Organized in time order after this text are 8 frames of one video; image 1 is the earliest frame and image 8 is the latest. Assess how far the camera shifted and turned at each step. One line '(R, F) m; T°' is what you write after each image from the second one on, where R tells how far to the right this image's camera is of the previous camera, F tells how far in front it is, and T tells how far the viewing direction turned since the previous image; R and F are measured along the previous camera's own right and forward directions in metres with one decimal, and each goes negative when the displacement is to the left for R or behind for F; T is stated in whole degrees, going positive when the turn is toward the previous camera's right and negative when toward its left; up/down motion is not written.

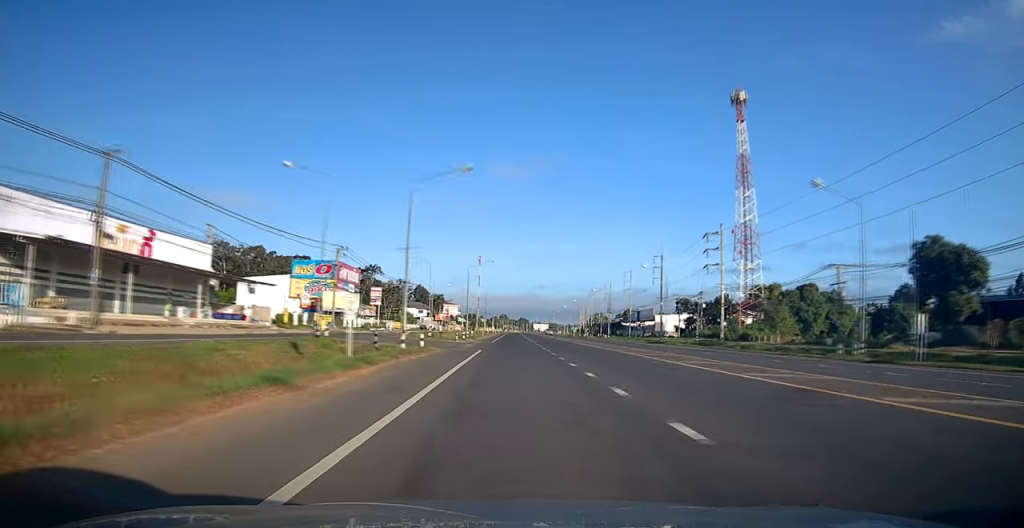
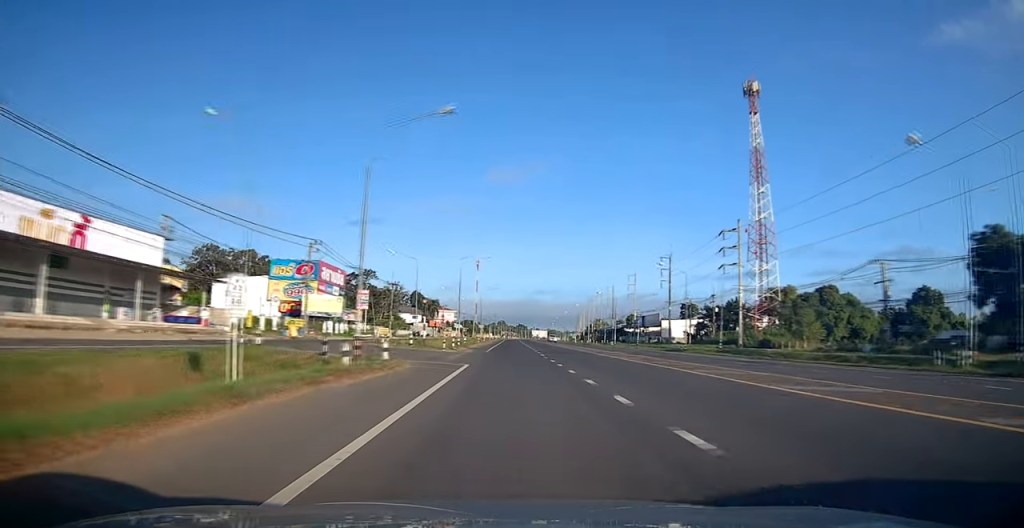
(-0.3, +8.4) m; 0°
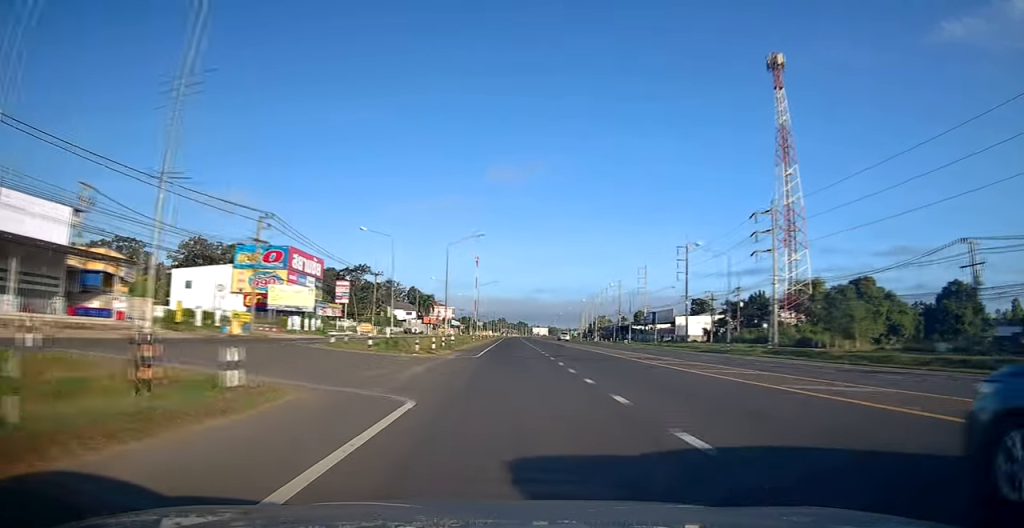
(+0.1, +12.0) m; +1°
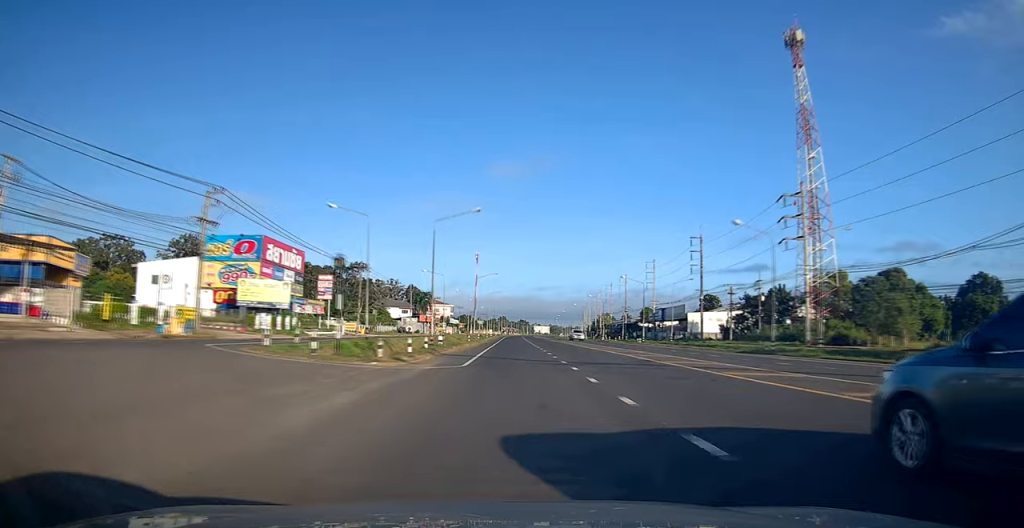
(+0.2, +8.4) m; +1°
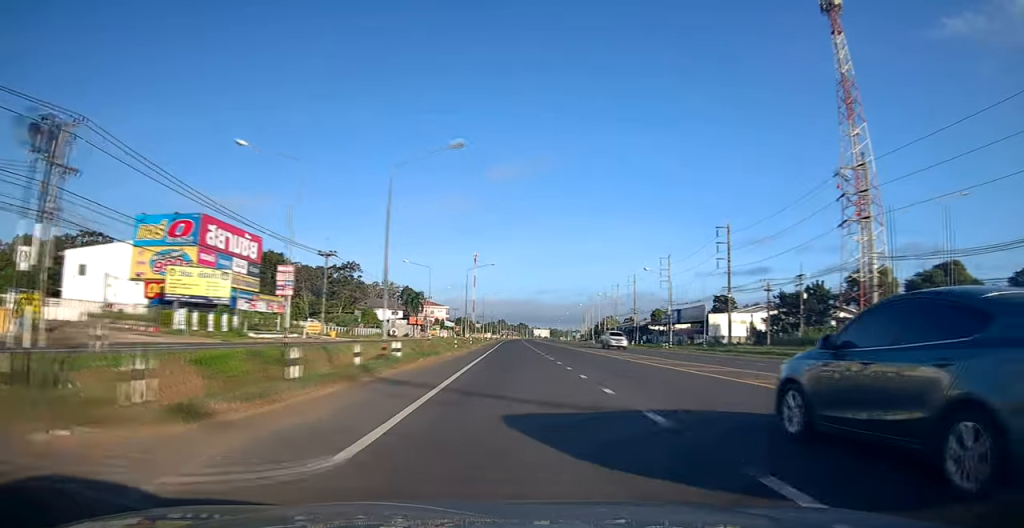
(+0.1, +14.0) m; -1°
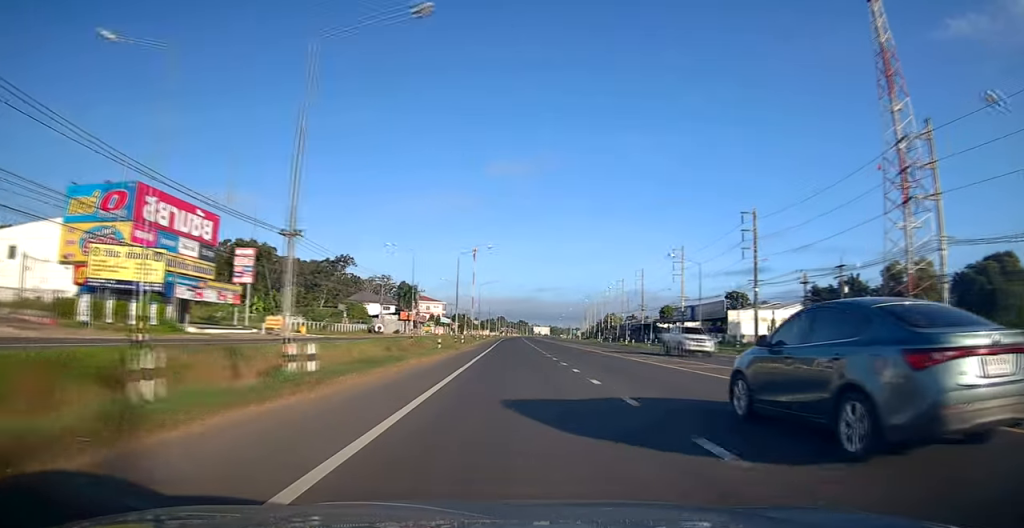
(0.0, +10.4) m; -1°
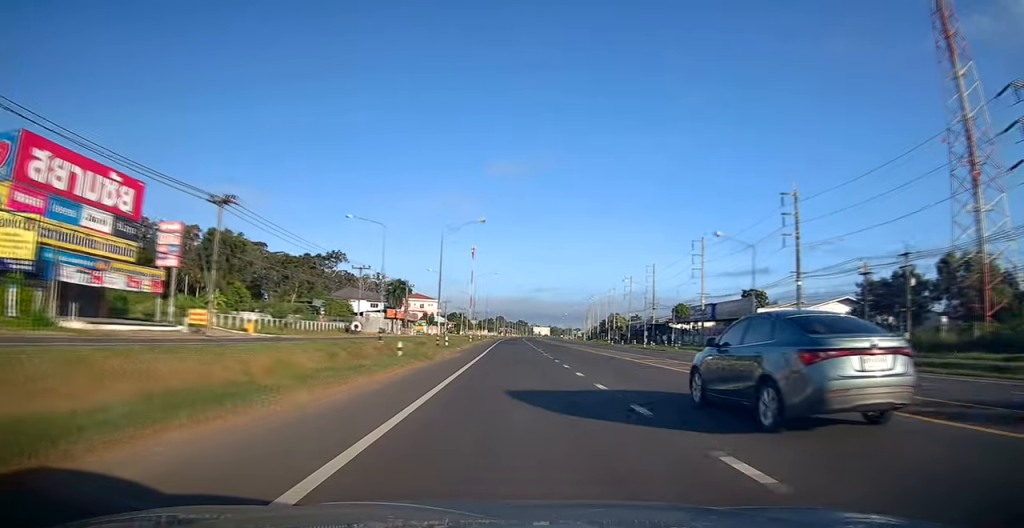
(-0.4, +12.9) m; 0°
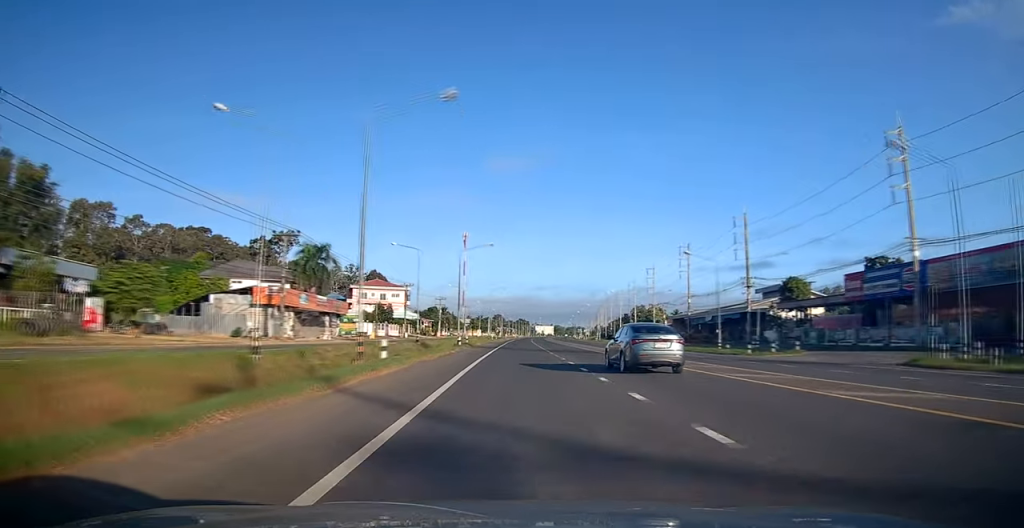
(+0.5, +59.0) m; 0°
